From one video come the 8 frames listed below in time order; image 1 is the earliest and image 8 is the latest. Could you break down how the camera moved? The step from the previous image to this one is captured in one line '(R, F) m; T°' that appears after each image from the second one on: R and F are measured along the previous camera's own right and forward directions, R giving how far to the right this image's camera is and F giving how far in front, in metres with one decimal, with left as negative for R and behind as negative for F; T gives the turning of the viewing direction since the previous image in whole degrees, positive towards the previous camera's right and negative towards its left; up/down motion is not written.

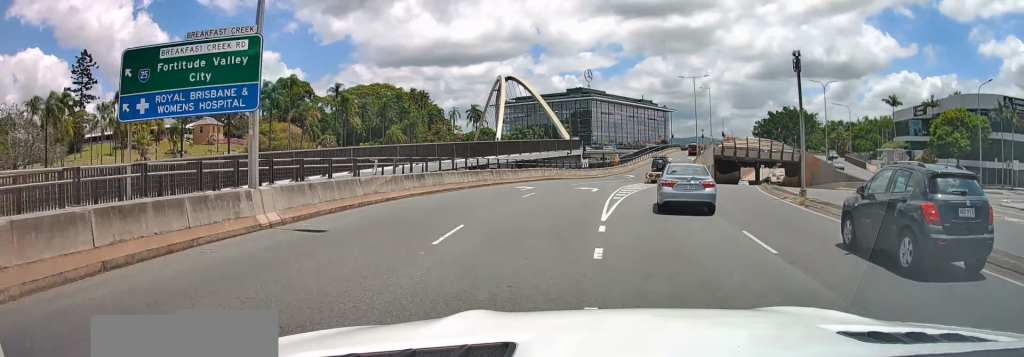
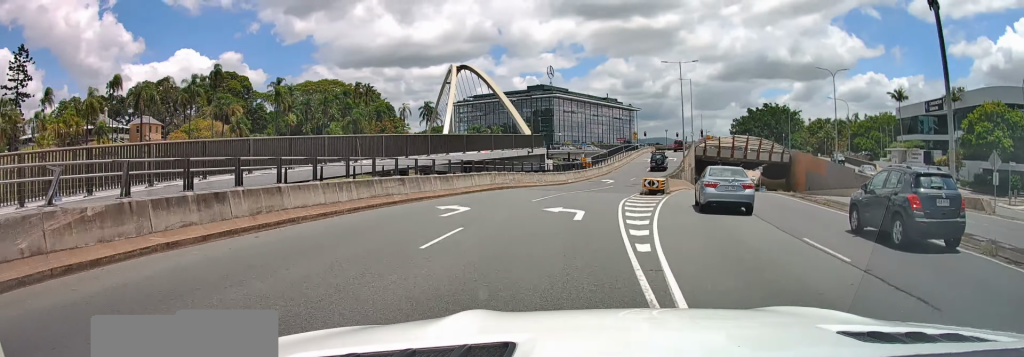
(+0.5, +12.8) m; +5°
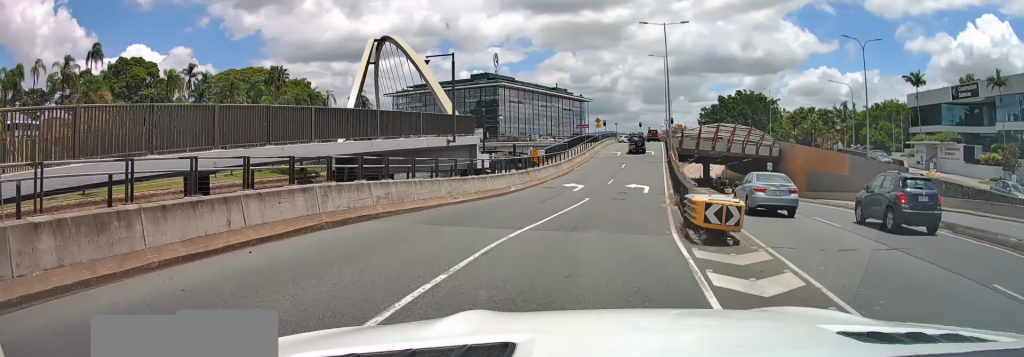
(+1.1, +17.1) m; +5°
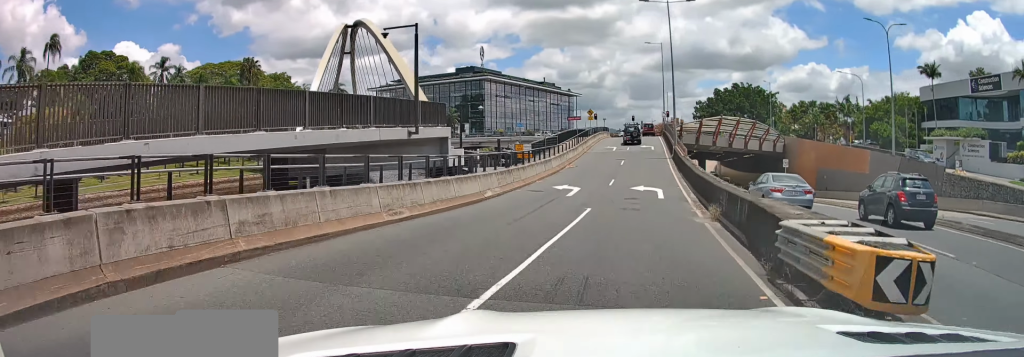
(+0.1, +6.1) m; +1°
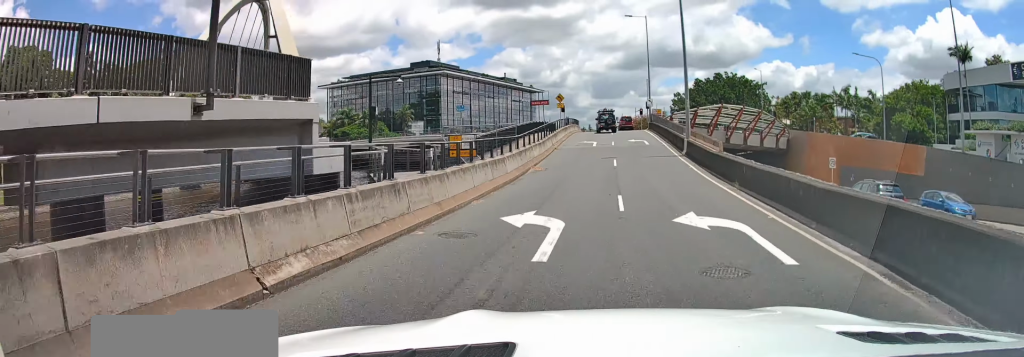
(0.0, +13.4) m; 0°
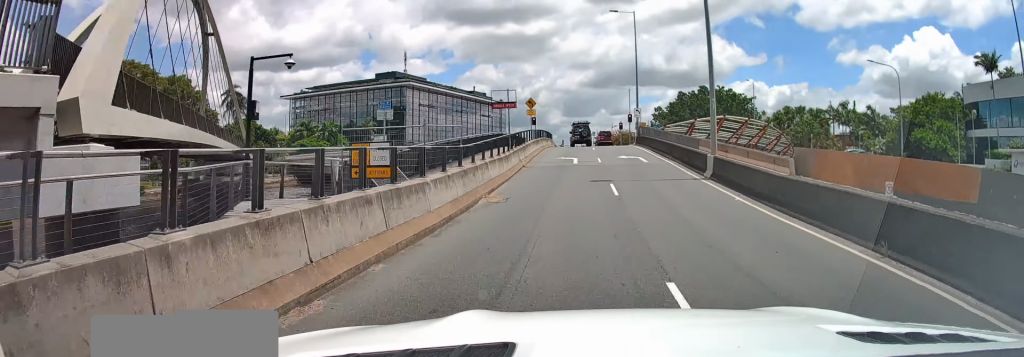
(0.0, +8.9) m; +2°
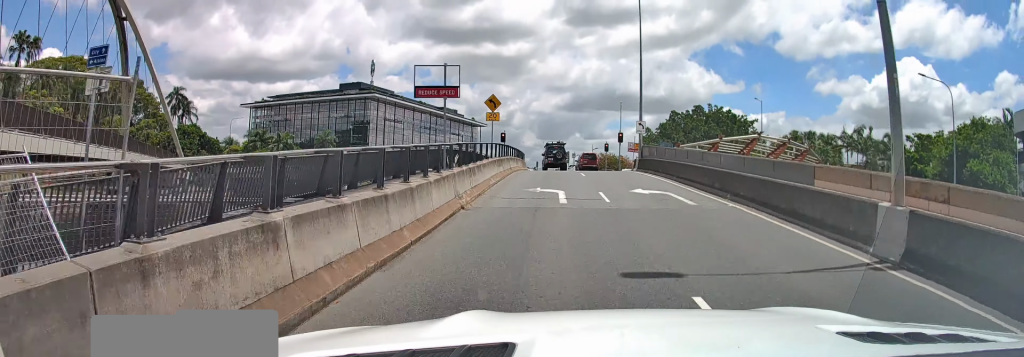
(+0.4, +12.4) m; +4°
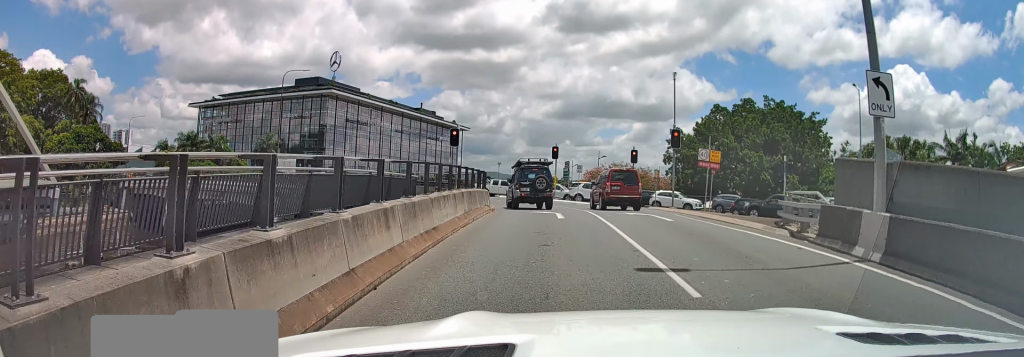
(+1.1, +26.2) m; +1°
